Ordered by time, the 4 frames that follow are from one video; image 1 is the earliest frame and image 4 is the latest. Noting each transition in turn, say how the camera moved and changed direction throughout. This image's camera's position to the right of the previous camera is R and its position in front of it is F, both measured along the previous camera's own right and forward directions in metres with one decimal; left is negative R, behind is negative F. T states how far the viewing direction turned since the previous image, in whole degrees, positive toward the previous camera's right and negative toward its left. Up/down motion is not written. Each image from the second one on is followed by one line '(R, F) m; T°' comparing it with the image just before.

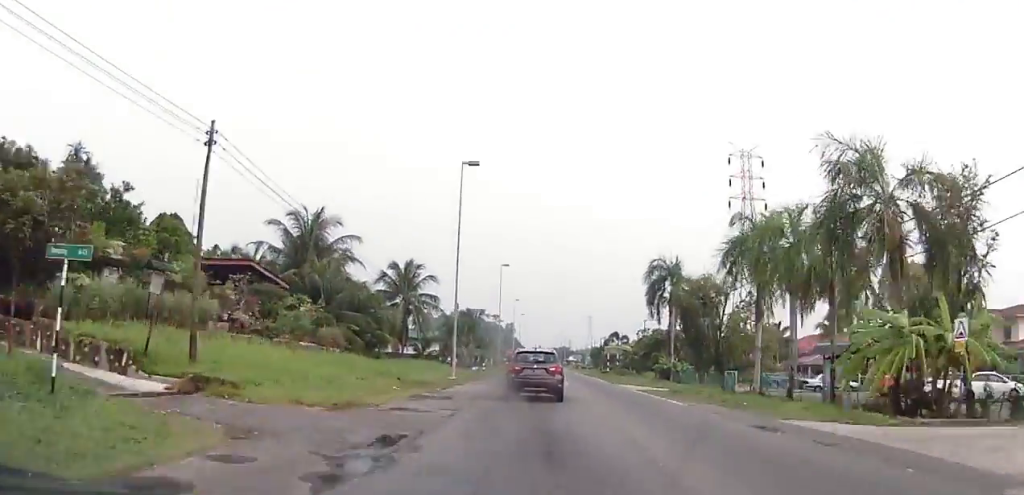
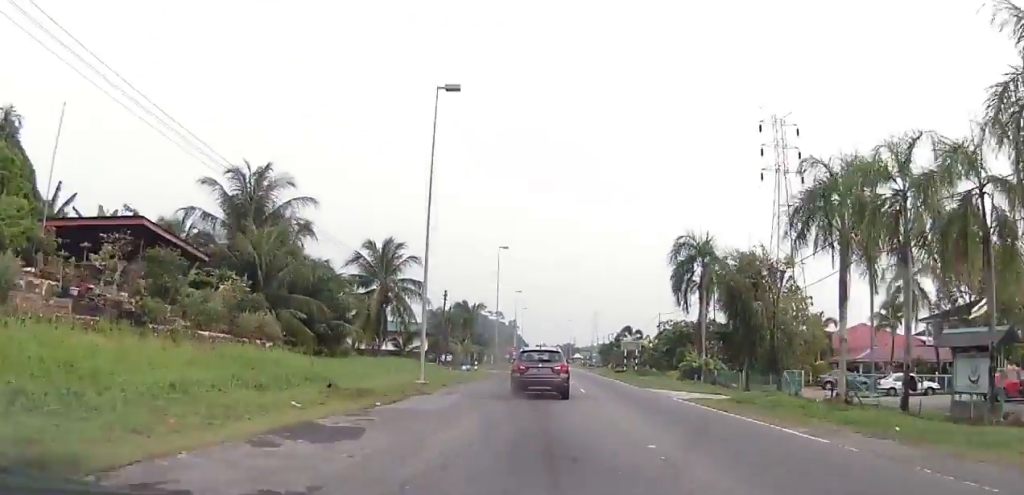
(0.0, +11.3) m; 0°
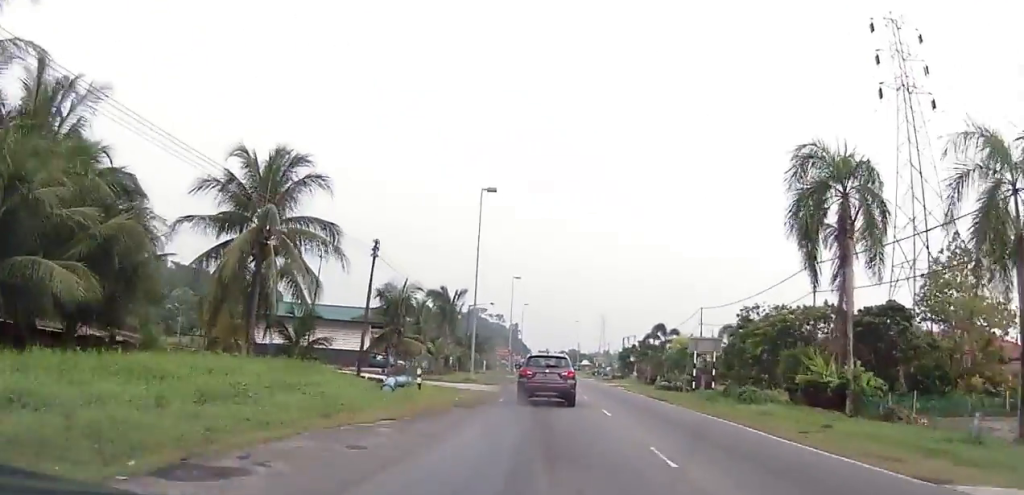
(-0.1, +26.2) m; -1°
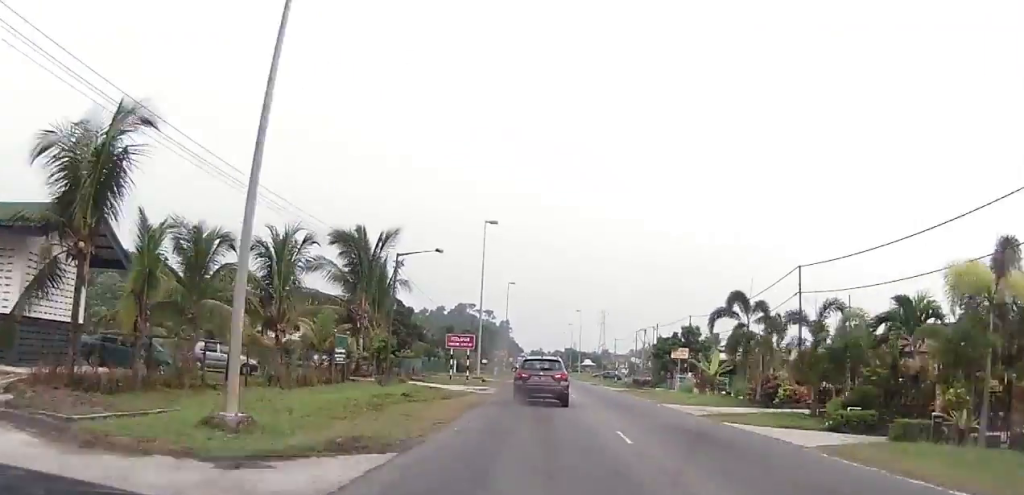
(-0.7, +33.4) m; 0°
